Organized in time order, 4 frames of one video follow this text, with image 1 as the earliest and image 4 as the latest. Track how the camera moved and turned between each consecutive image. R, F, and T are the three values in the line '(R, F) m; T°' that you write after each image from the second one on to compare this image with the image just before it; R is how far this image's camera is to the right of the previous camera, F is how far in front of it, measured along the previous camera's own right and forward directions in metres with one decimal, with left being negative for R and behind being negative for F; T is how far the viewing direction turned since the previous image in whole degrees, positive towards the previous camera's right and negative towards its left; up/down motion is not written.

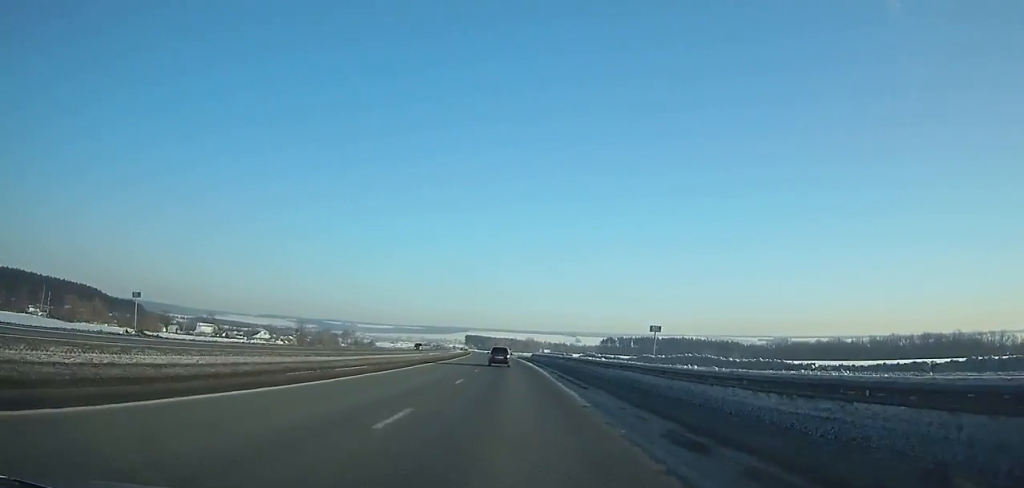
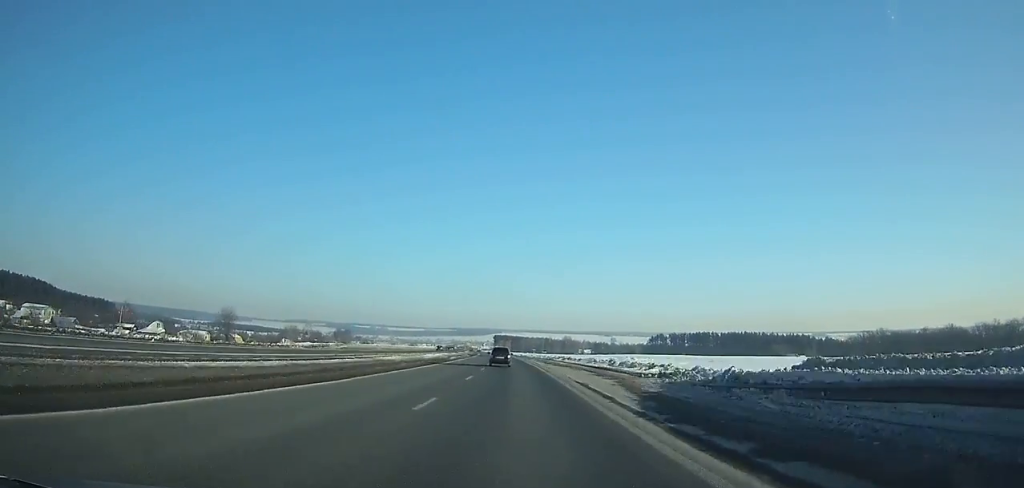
(-2.3, +92.8) m; -3°
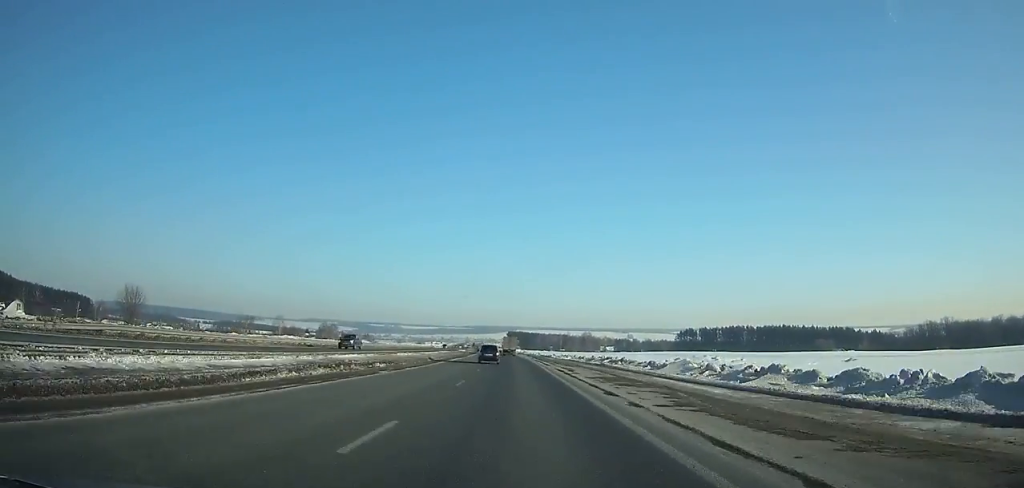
(-0.9, +52.0) m; -1°
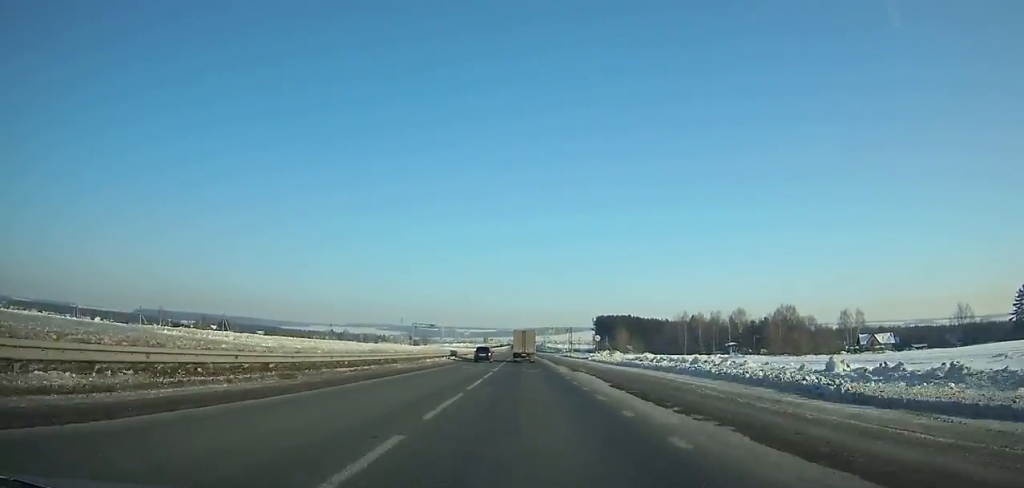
(-17.9, +335.8) m; -5°
